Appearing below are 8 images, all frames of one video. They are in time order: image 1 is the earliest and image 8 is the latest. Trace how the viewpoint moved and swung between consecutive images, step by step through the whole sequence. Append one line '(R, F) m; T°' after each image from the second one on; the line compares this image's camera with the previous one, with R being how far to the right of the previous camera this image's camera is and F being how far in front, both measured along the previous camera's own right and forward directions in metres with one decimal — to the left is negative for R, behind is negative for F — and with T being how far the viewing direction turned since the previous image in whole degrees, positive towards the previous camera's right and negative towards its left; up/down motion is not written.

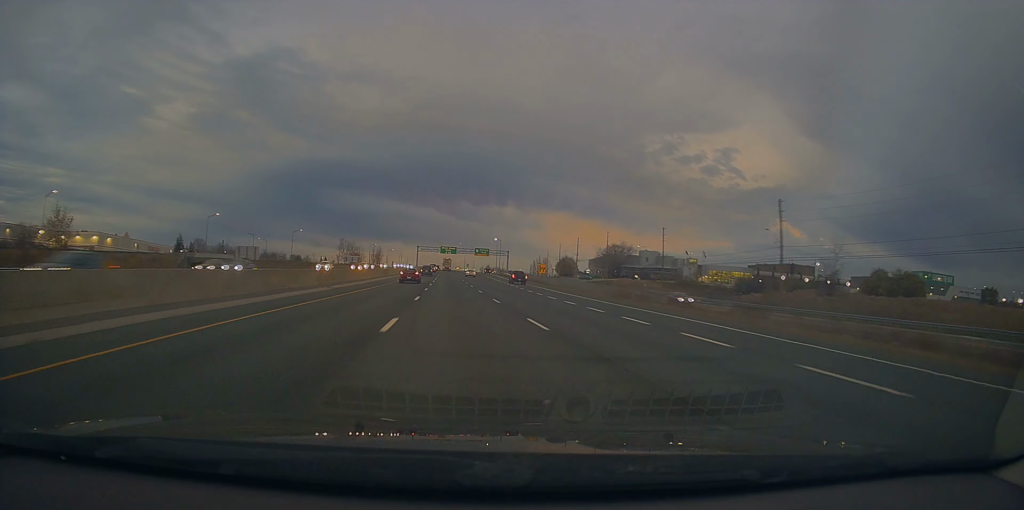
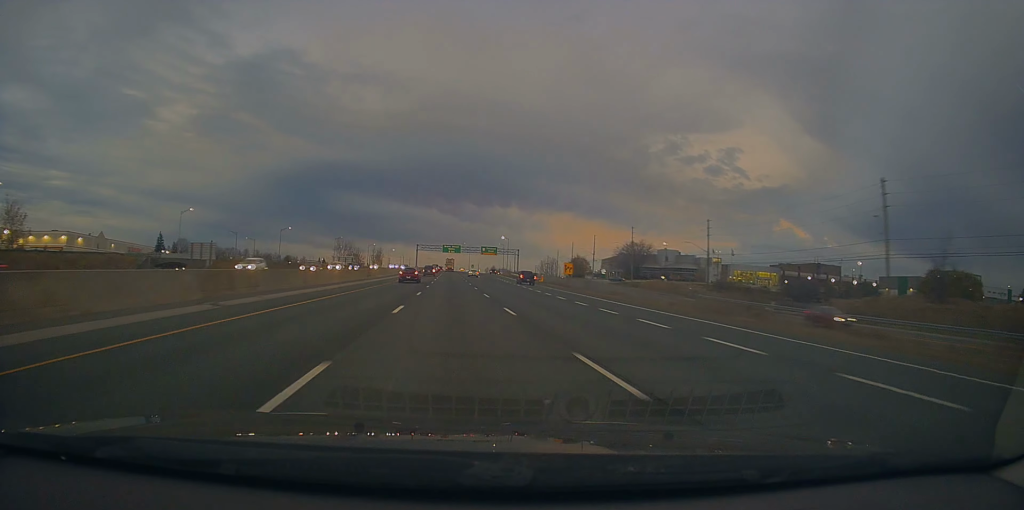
(+0.5, +19.5) m; 0°
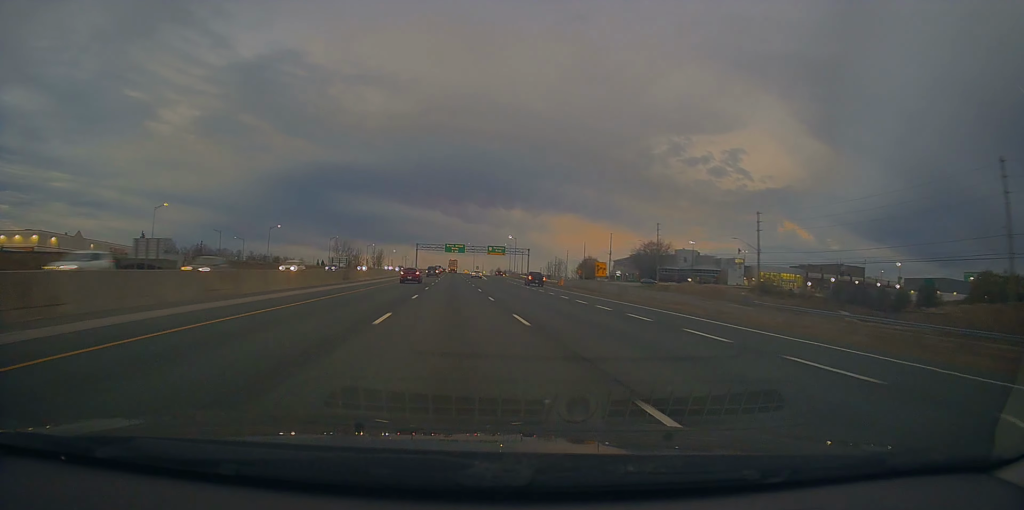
(+0.5, +15.9) m; 0°
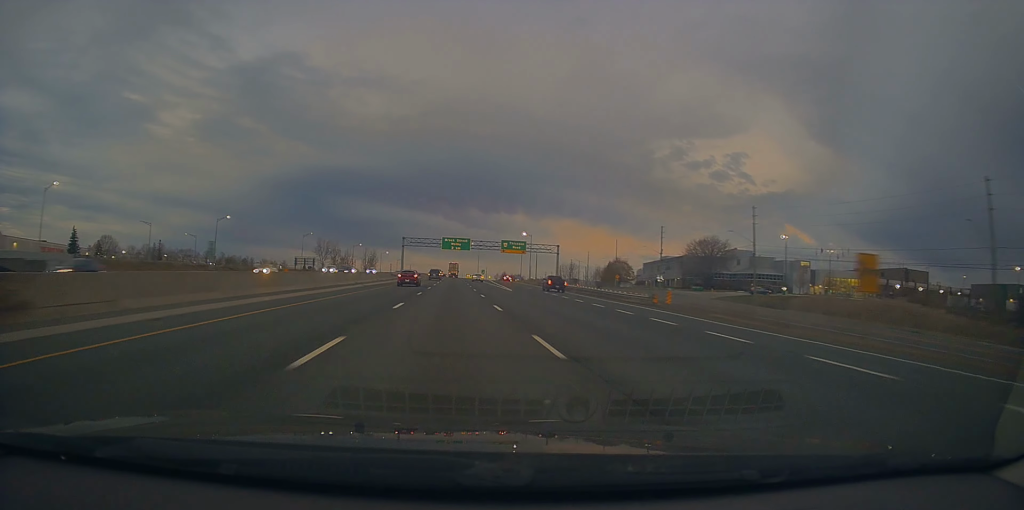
(-1.3, +42.3) m; -2°
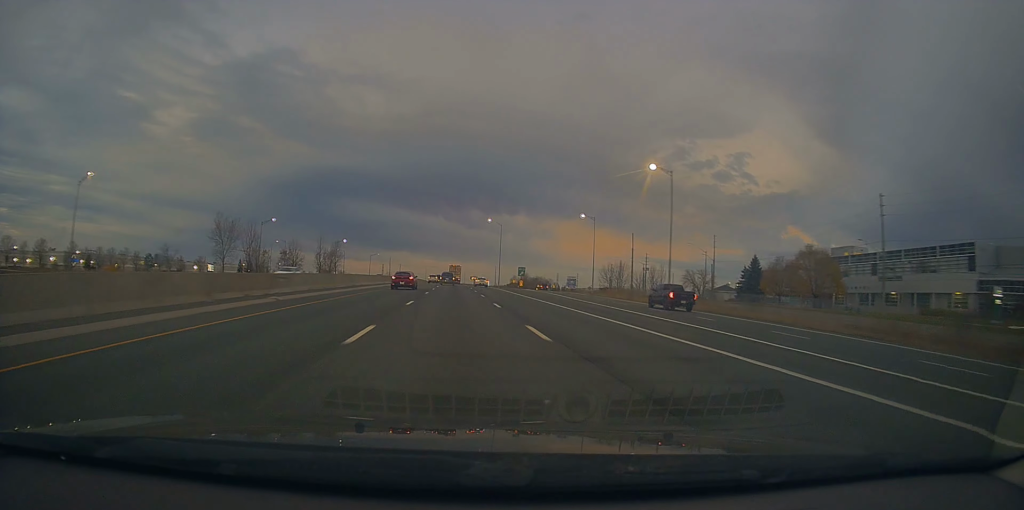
(+1.0, +118.7) m; 0°
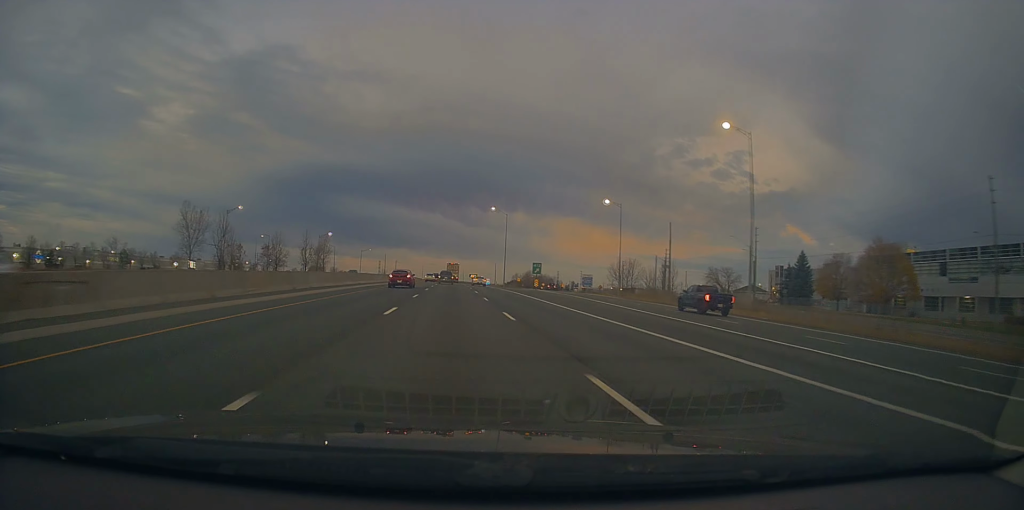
(+0.2, +19.5) m; 0°
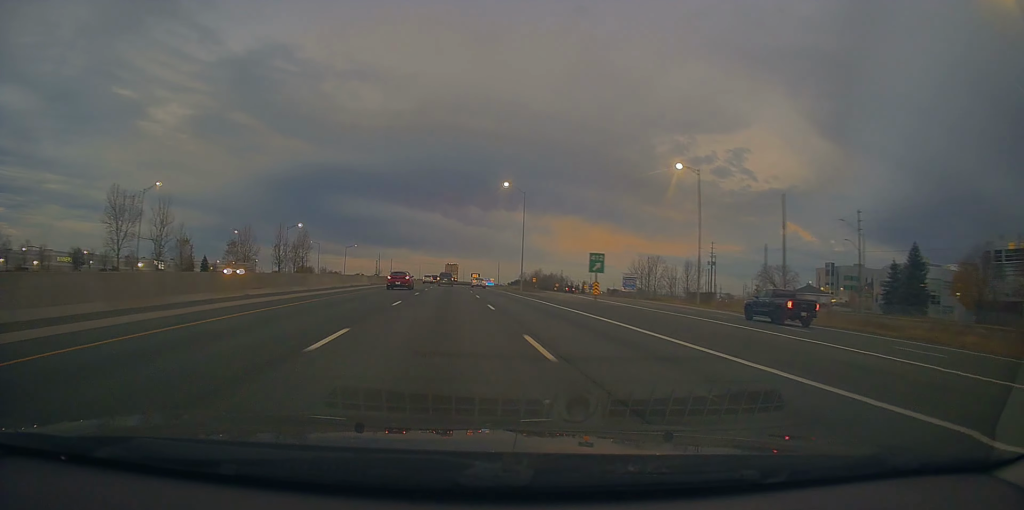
(-0.5, +31.8) m; 0°
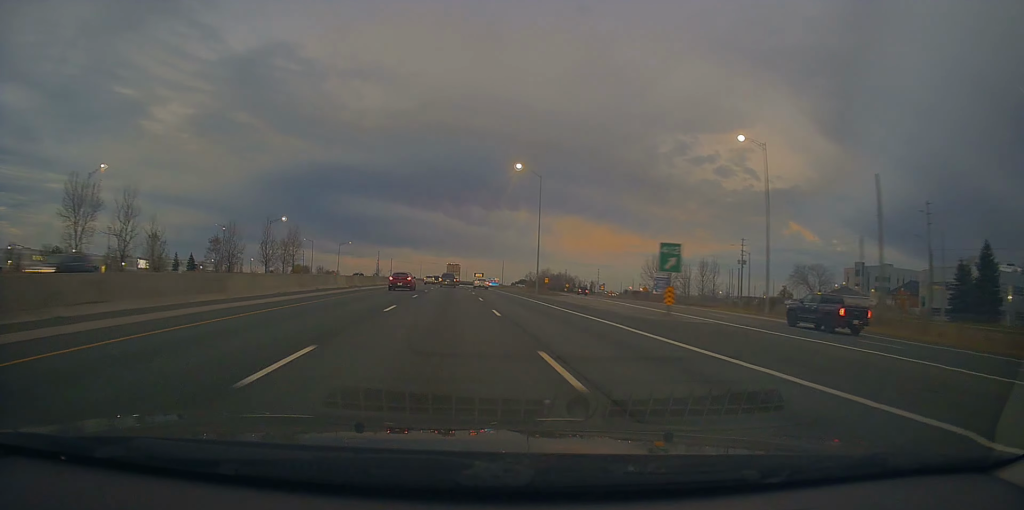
(+0.3, +14.6) m; 0°
